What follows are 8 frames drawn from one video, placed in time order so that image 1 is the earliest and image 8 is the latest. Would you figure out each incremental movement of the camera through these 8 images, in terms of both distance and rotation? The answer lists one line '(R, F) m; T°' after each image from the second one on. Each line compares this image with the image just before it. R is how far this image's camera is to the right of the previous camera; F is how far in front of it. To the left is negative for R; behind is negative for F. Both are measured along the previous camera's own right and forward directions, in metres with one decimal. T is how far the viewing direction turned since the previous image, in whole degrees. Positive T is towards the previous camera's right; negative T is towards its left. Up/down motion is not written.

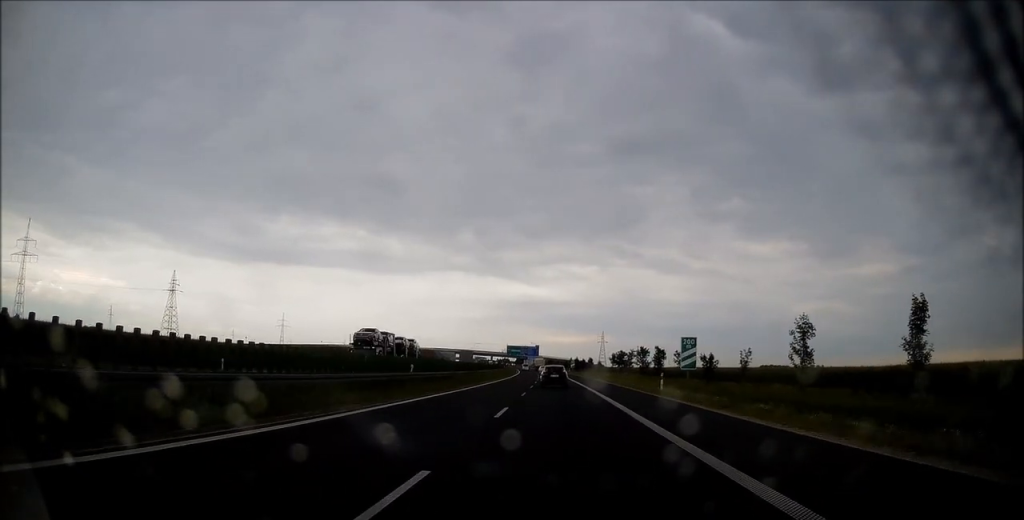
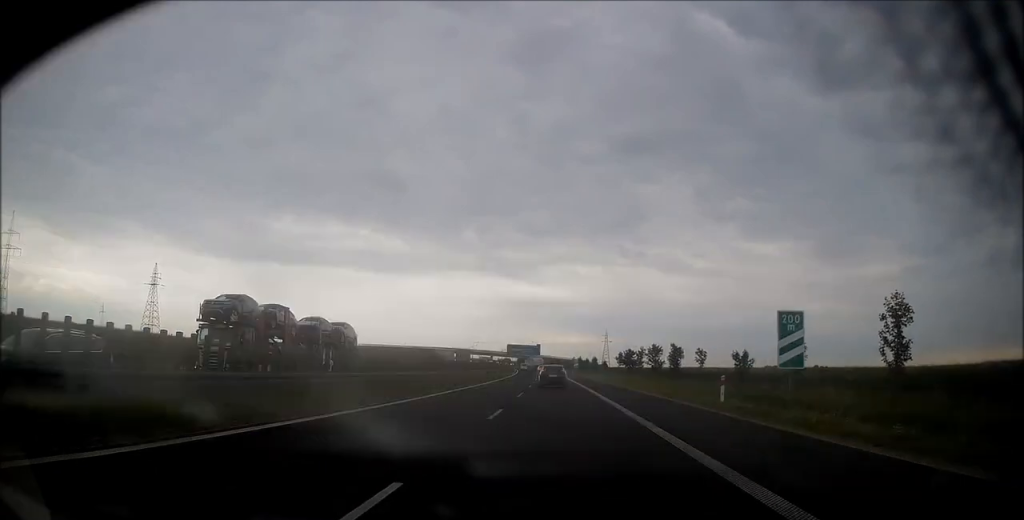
(+0.1, +13.1) m; 0°
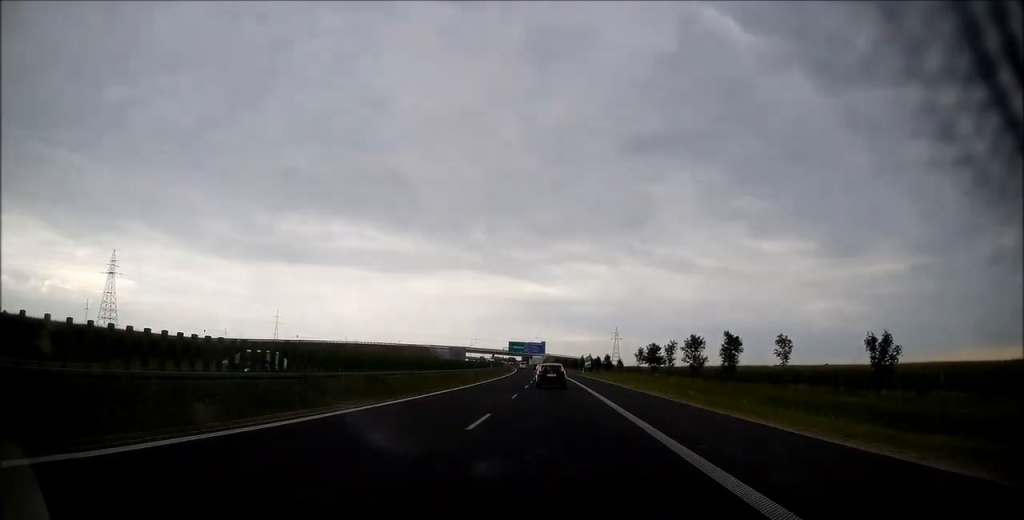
(-0.5, +26.9) m; -1°
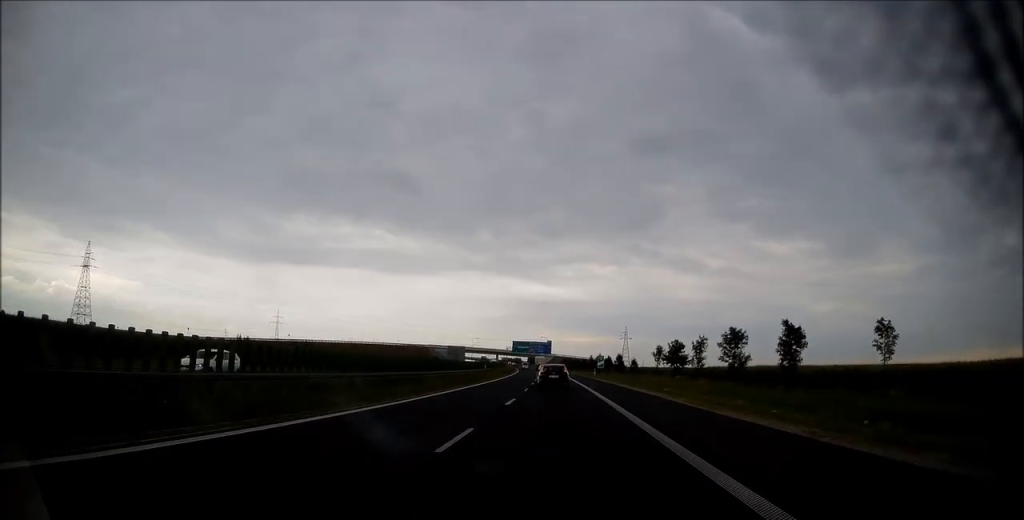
(-0.1, +15.6) m; 0°
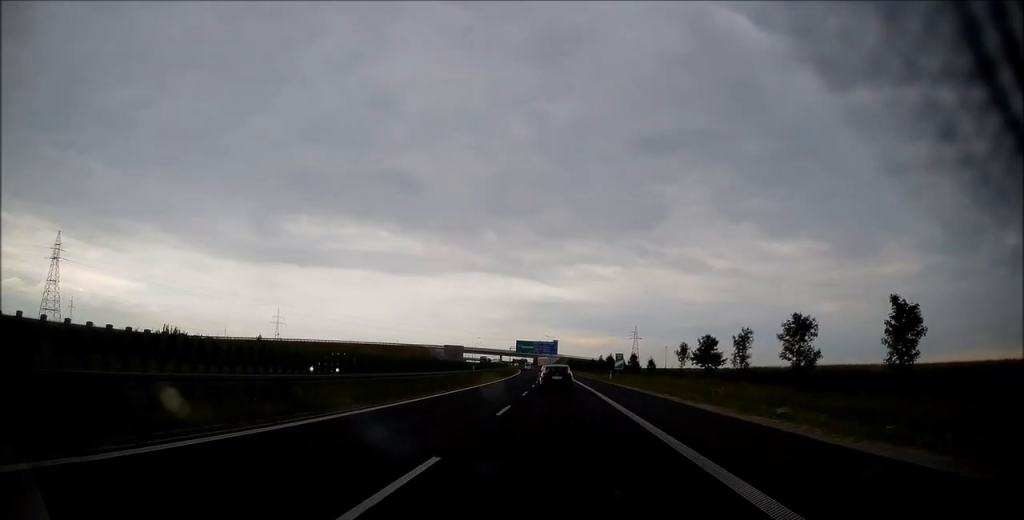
(0.0, +15.5) m; 0°
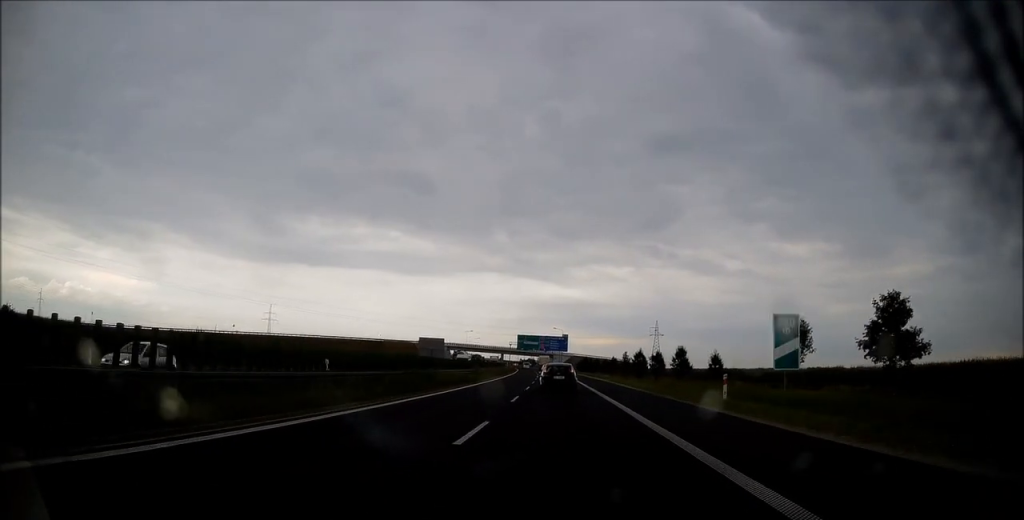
(-0.4, +42.8) m; -1°
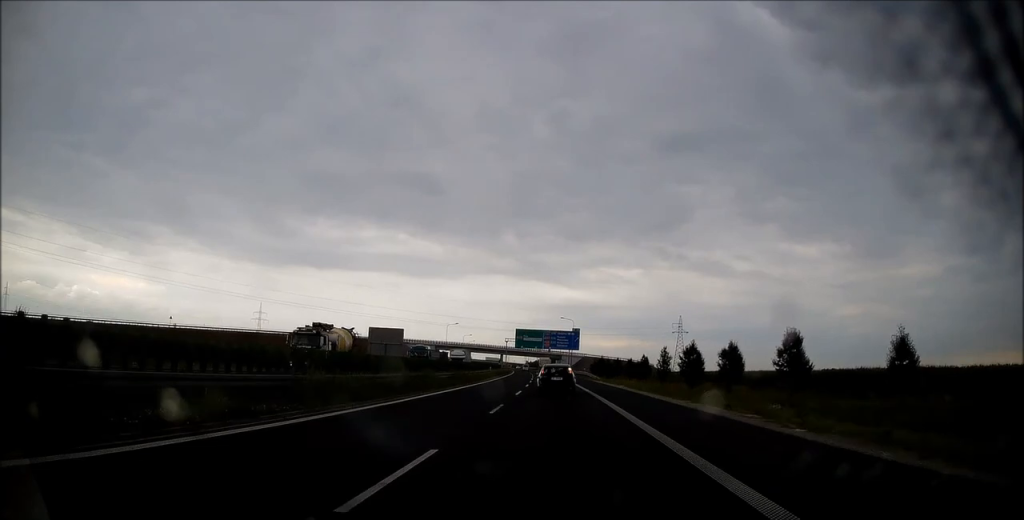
(0.0, +41.4) m; 0°
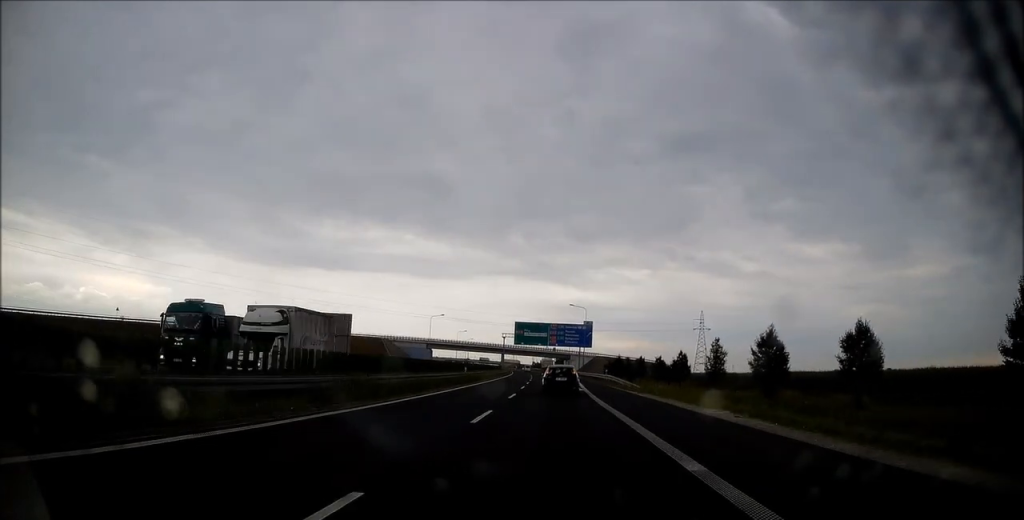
(-0.2, +27.3) m; -1°
